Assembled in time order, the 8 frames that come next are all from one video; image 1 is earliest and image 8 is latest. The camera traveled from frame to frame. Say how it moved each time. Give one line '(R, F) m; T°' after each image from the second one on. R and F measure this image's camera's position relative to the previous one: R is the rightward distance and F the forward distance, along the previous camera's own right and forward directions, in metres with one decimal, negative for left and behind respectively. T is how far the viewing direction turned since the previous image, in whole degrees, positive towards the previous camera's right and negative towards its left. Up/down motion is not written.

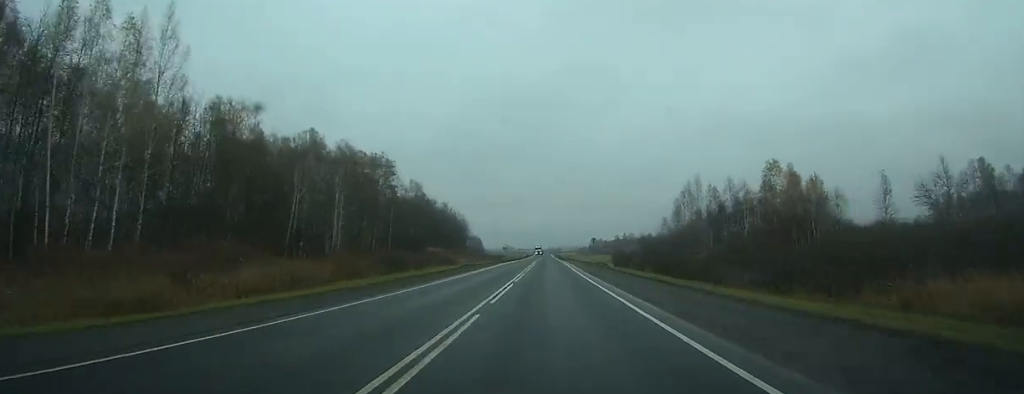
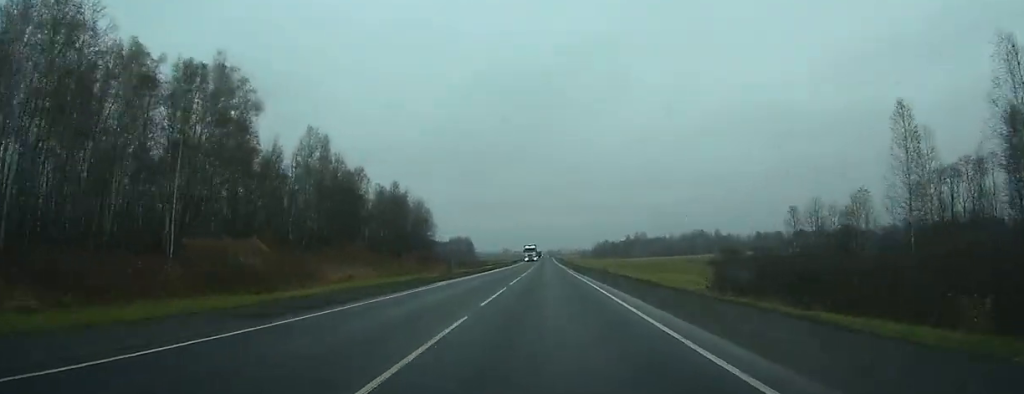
(0.0, +73.1) m; 0°
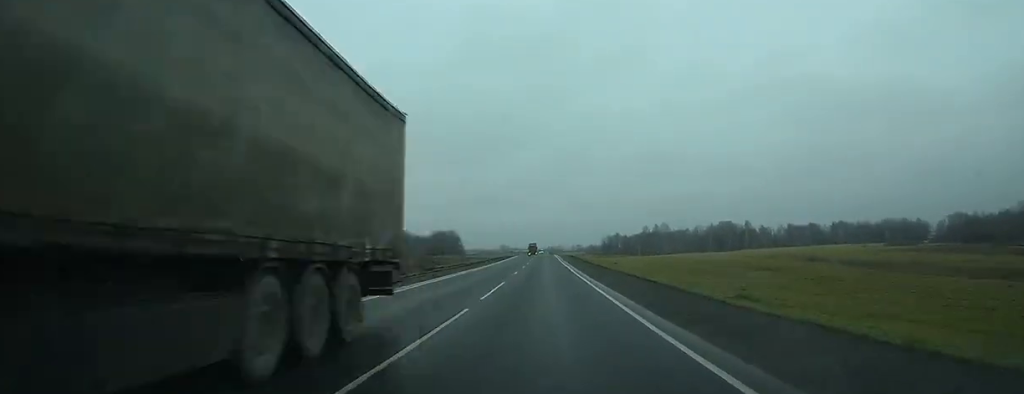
(0.0, +79.3) m; 0°
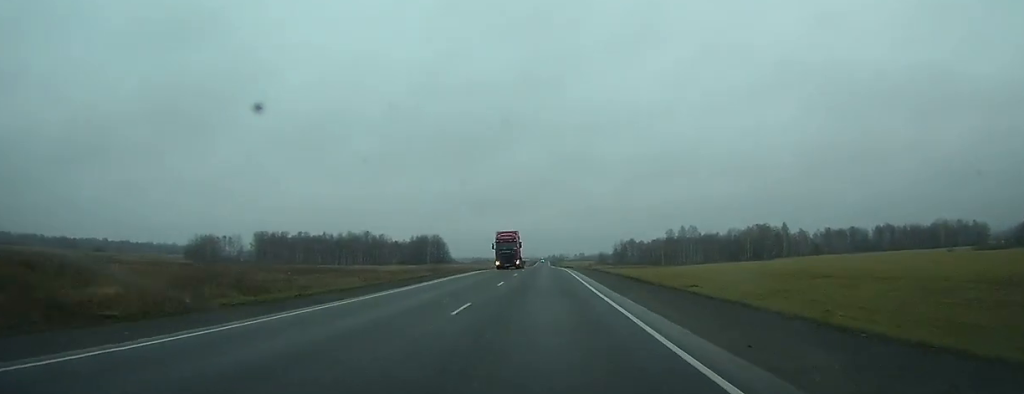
(0.0, +70.5) m; 0°
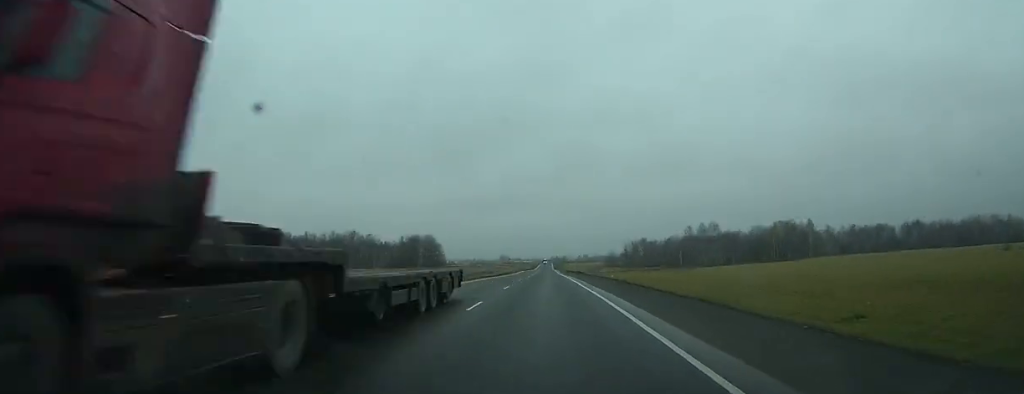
(0.0, +35.9) m; 0°
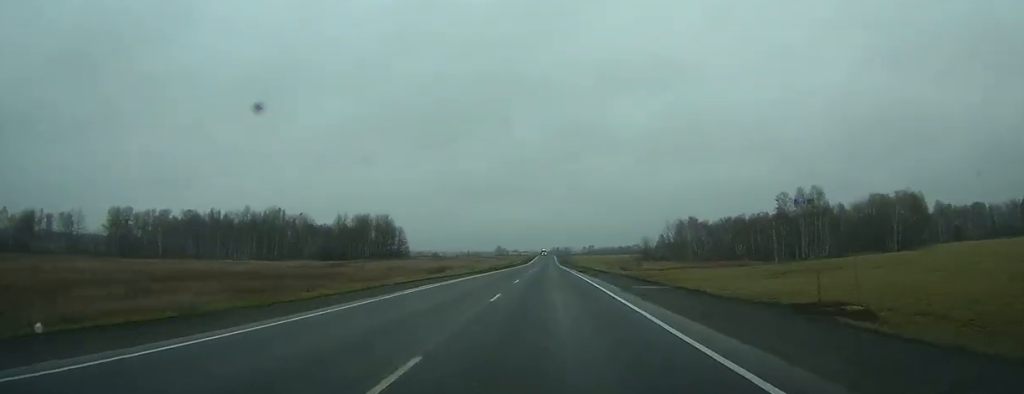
(-0.1, +111.4) m; 0°
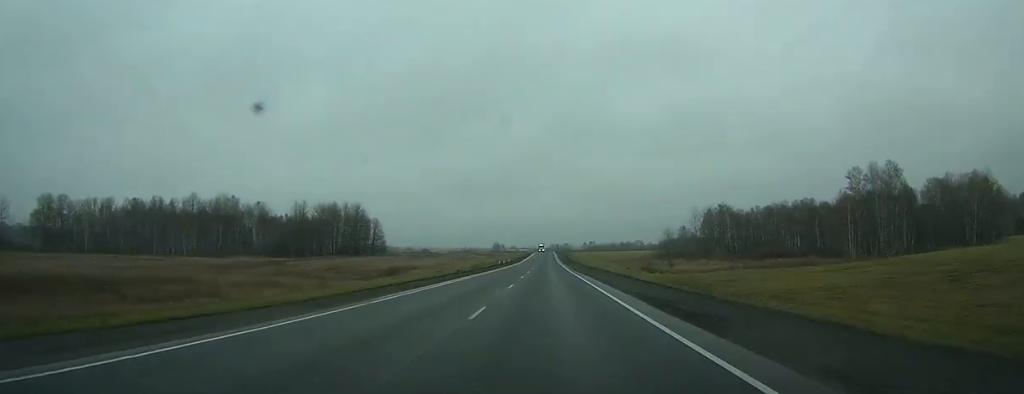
(0.0, +41.0) m; 0°
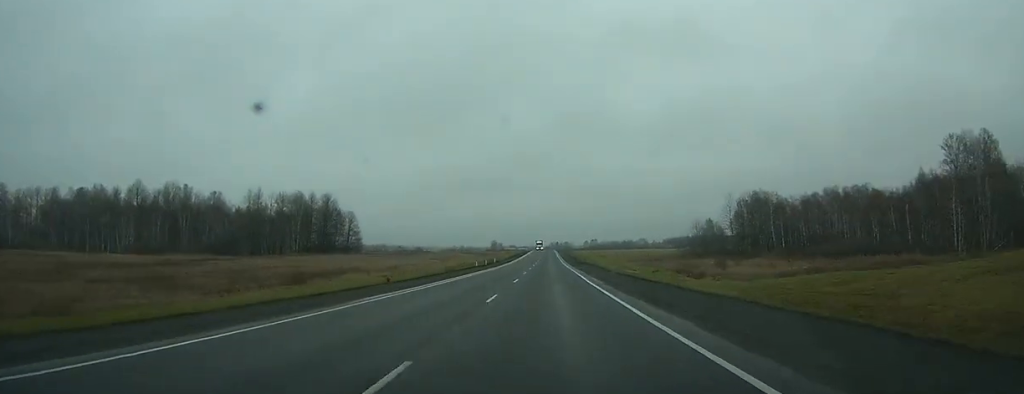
(0.0, +32.7) m; 0°
